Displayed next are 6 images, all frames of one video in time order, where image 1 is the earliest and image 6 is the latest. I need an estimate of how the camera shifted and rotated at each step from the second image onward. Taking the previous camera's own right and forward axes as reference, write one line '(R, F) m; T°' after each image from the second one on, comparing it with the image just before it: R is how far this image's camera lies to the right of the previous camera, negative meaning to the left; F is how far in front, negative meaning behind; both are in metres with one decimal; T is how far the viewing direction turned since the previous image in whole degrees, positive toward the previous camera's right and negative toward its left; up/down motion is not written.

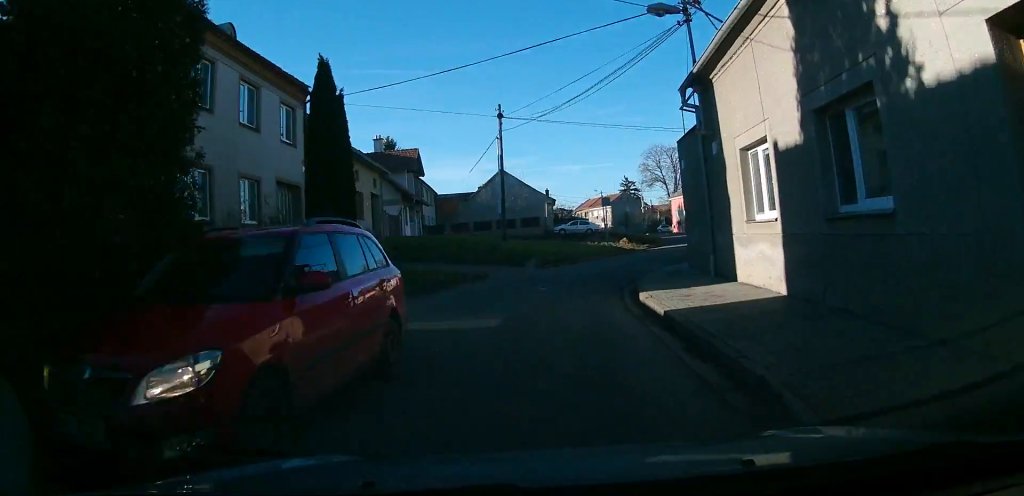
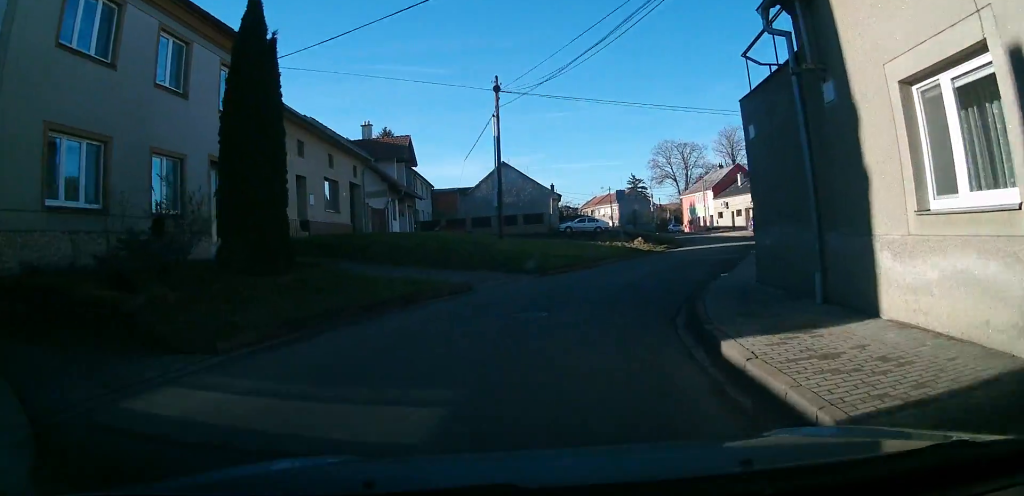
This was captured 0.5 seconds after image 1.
(+0.1, +5.1) m; +2°
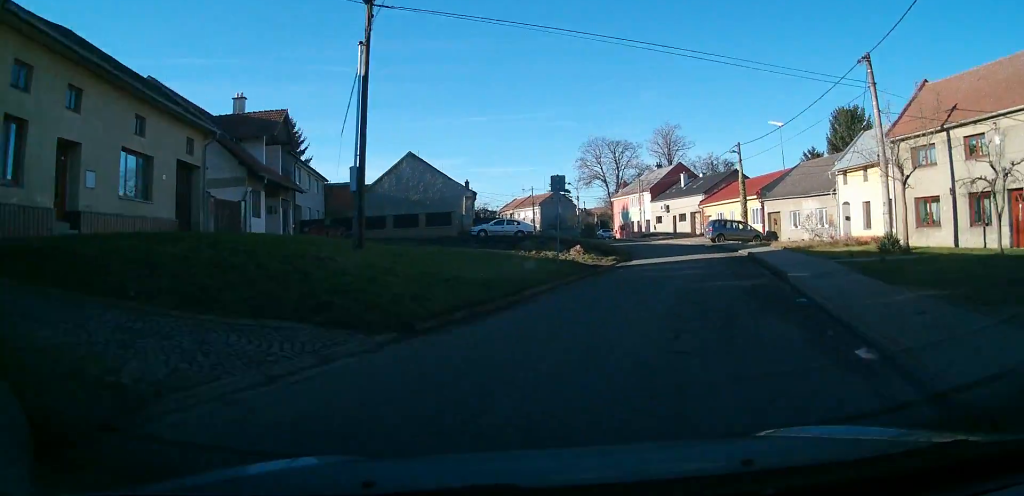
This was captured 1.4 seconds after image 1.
(+0.5, +10.6) m; +5°
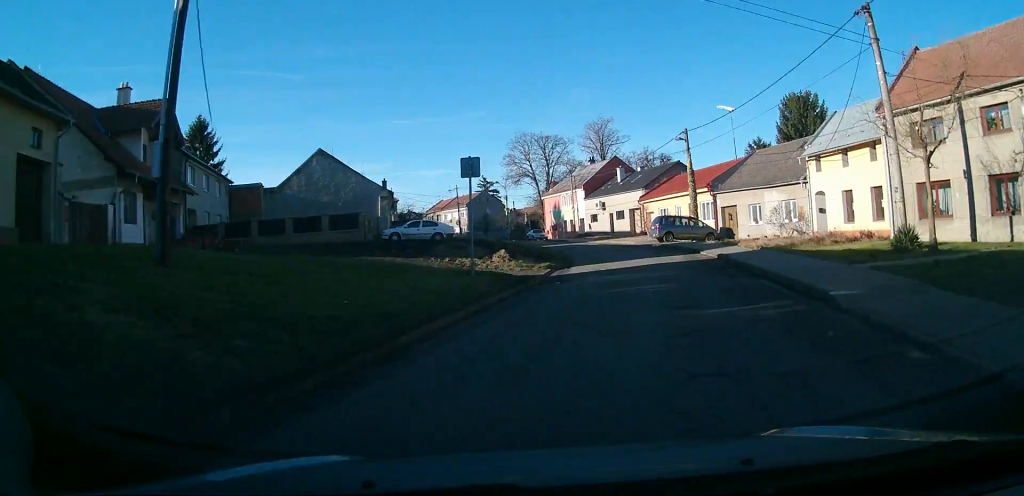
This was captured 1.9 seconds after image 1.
(0.0, +5.6) m; +3°
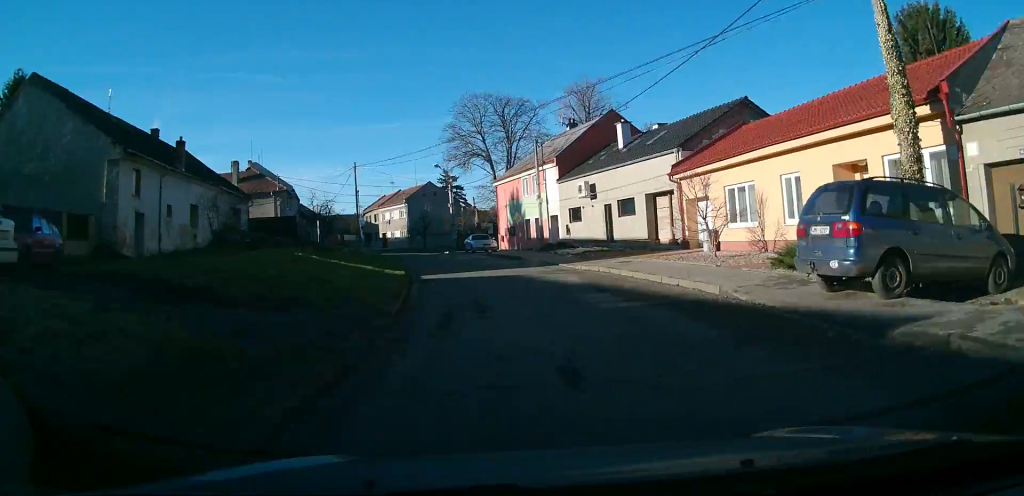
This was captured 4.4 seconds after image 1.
(+2.4, +31.3) m; +1°
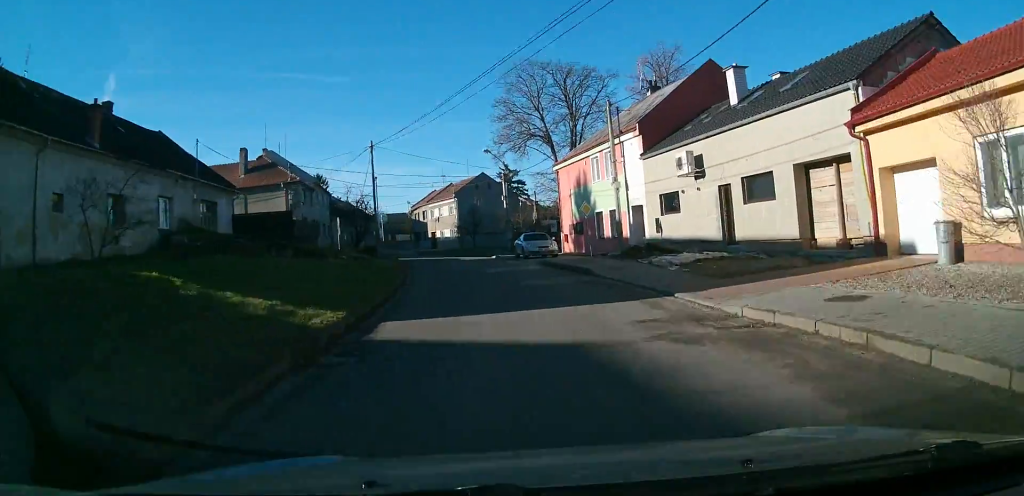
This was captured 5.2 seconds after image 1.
(-0.6, +11.8) m; -7°
